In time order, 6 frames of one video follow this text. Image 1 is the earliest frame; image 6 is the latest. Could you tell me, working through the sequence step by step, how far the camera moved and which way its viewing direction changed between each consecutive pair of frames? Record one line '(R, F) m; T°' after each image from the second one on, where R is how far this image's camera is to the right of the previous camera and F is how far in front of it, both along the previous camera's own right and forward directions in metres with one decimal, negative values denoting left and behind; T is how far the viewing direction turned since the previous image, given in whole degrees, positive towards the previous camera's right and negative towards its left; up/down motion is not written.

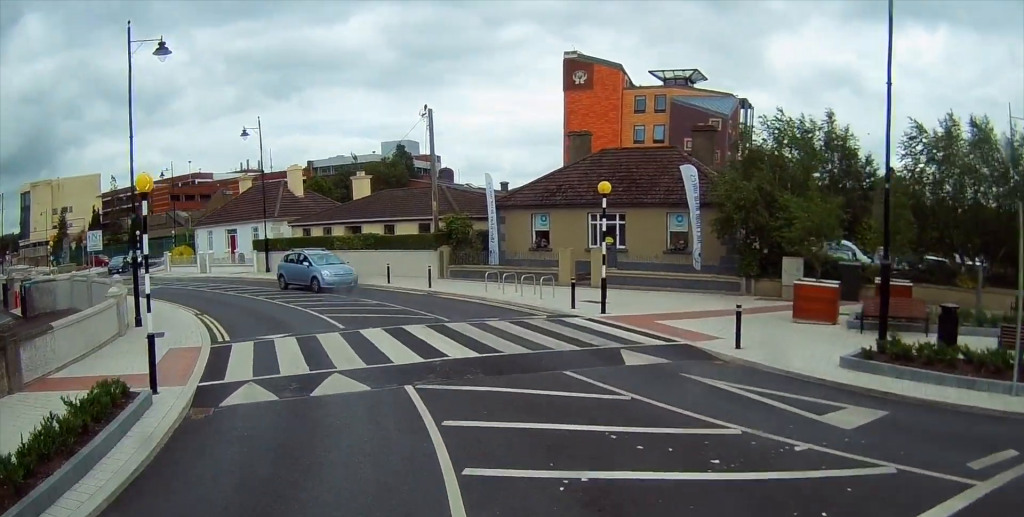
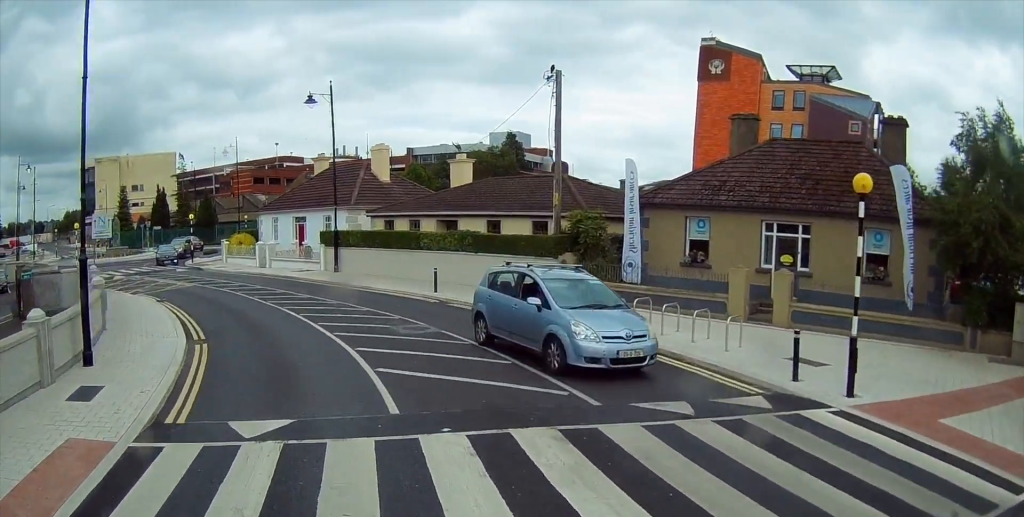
(-0.5, +7.7) m; -10°
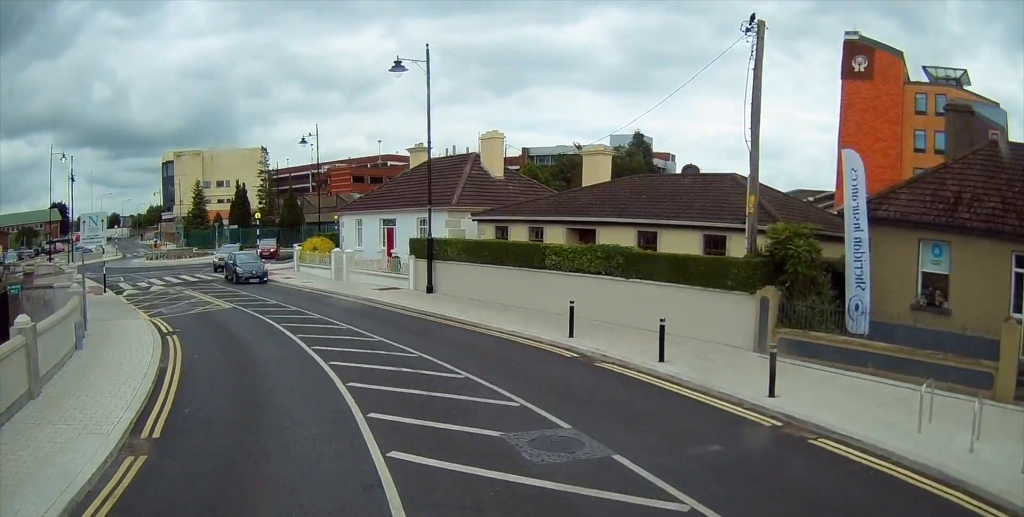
(-1.1, +7.8) m; -14°
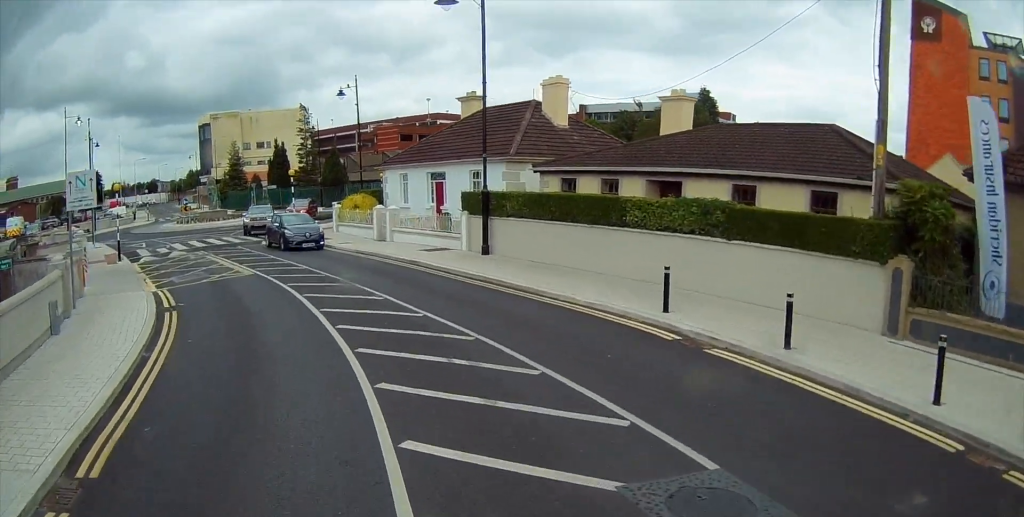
(-0.1, +3.2) m; -4°
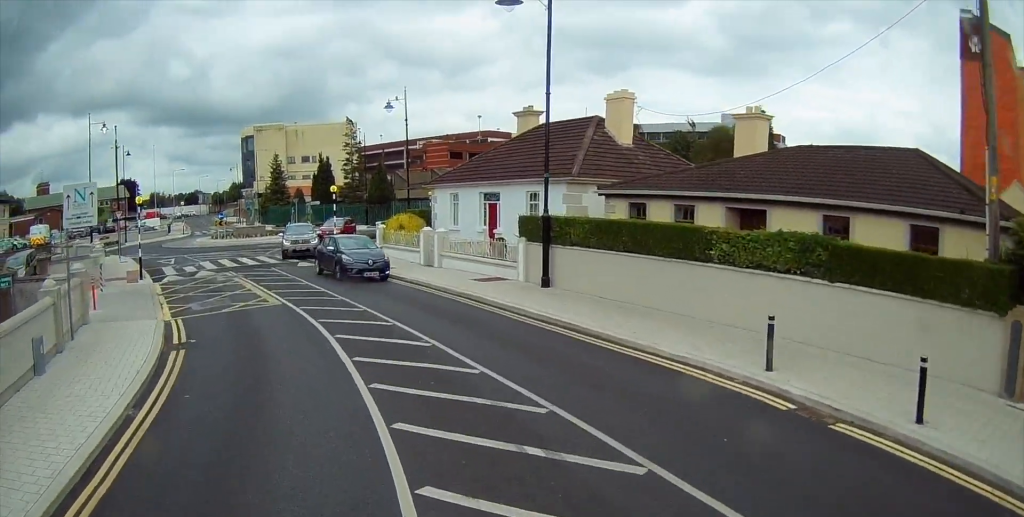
(0.0, +2.3) m; -3°
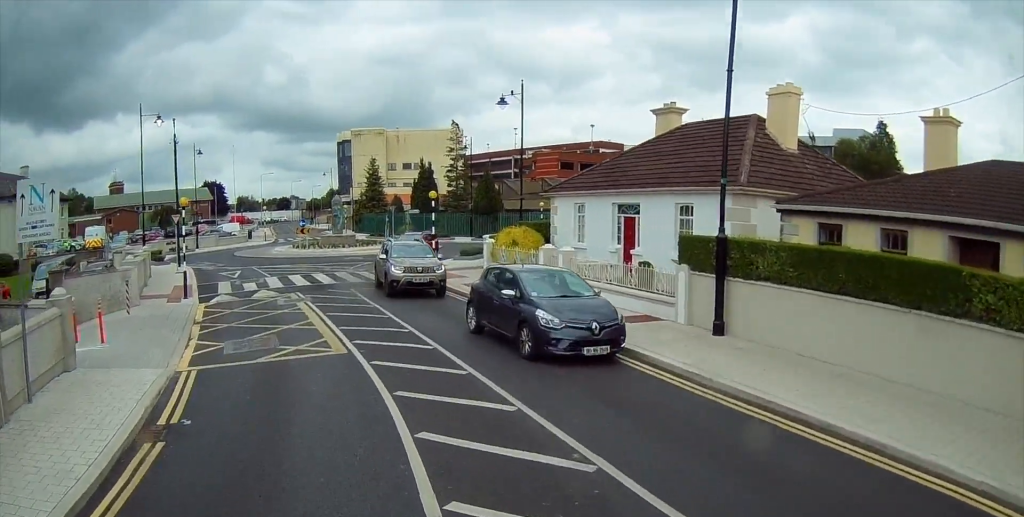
(-0.3, +5.2) m; -10°
